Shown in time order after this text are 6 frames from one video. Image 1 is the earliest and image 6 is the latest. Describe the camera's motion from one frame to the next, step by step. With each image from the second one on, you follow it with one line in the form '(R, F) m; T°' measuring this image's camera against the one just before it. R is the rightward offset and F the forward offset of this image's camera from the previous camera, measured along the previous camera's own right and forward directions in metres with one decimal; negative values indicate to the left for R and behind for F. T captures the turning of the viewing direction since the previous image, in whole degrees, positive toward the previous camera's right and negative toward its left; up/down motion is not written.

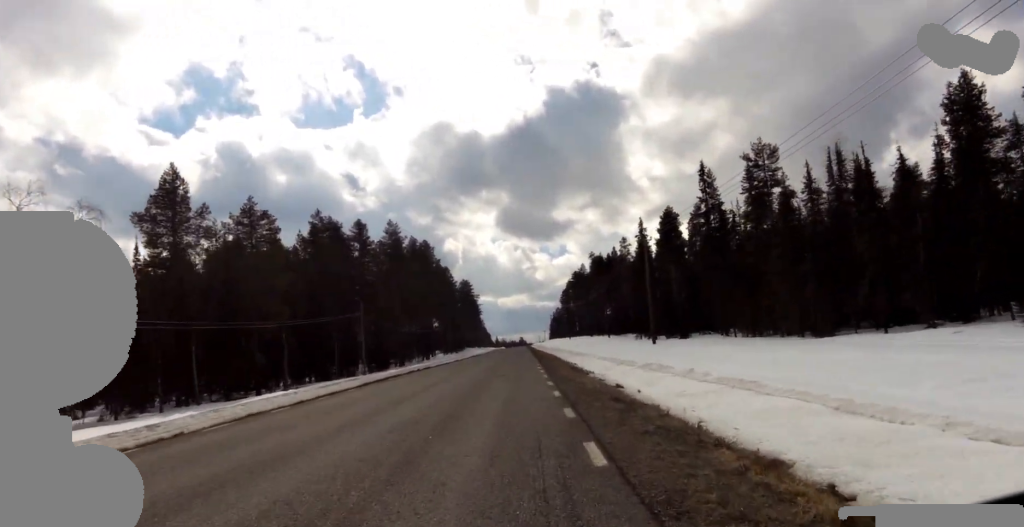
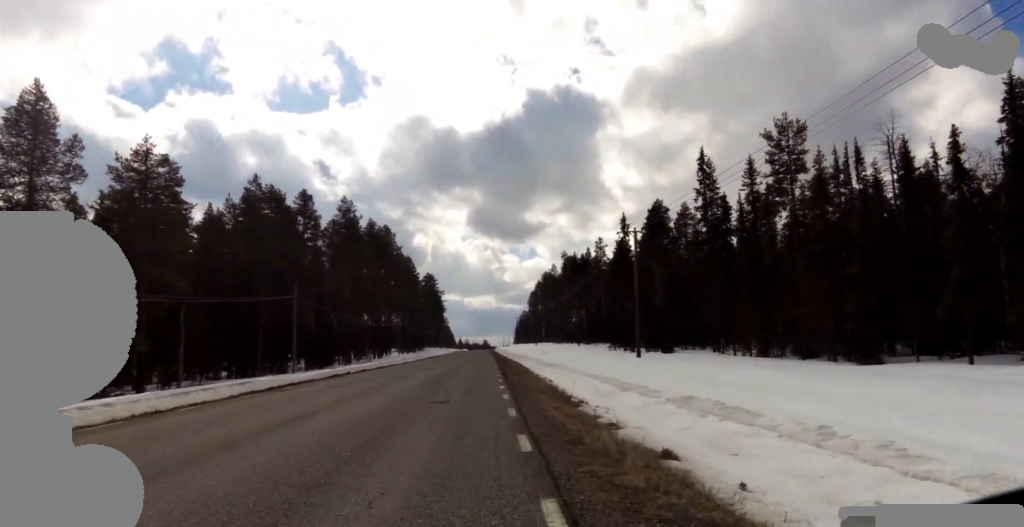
(+0.3, +7.7) m; +3°
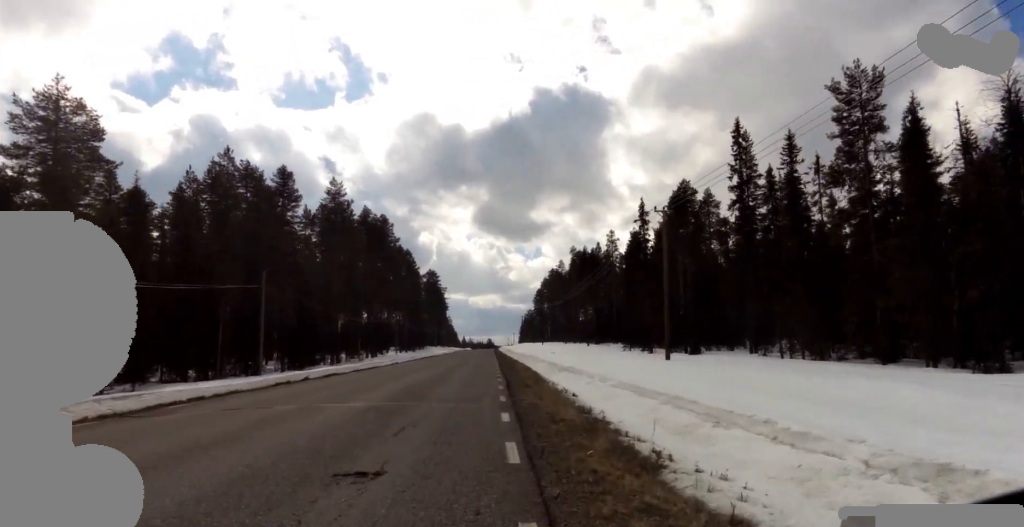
(0.0, +5.9) m; 0°
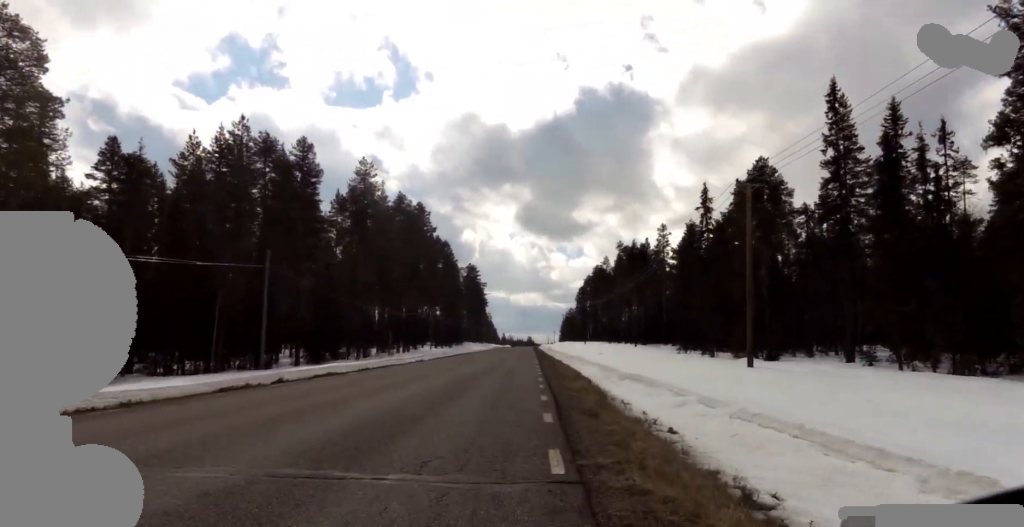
(0.0, +6.0) m; 0°
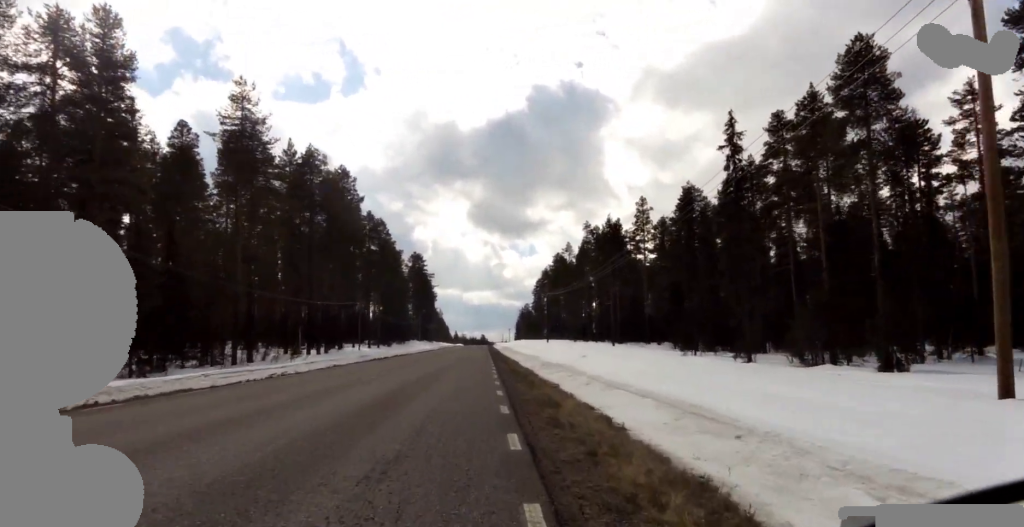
(+0.5, +15.8) m; +4°
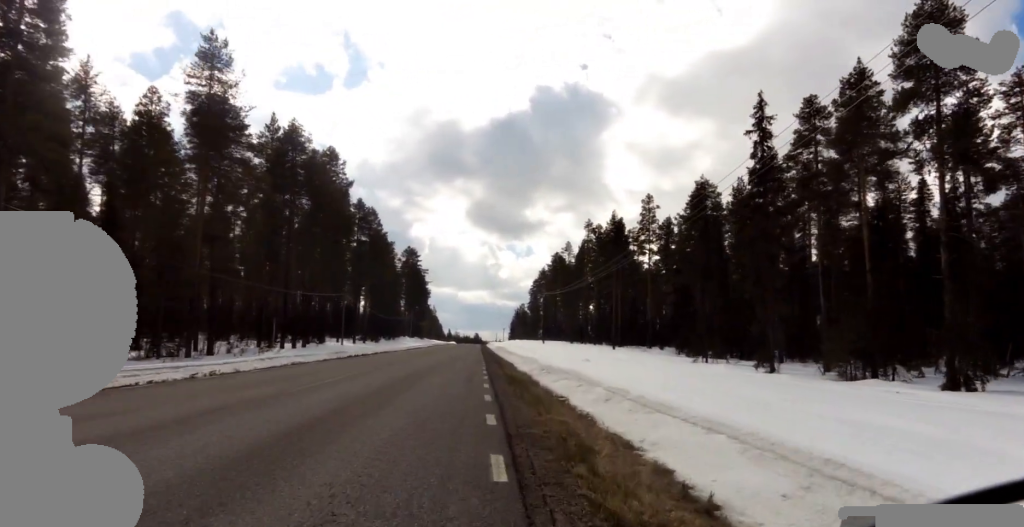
(+0.3, +4.2) m; -1°
